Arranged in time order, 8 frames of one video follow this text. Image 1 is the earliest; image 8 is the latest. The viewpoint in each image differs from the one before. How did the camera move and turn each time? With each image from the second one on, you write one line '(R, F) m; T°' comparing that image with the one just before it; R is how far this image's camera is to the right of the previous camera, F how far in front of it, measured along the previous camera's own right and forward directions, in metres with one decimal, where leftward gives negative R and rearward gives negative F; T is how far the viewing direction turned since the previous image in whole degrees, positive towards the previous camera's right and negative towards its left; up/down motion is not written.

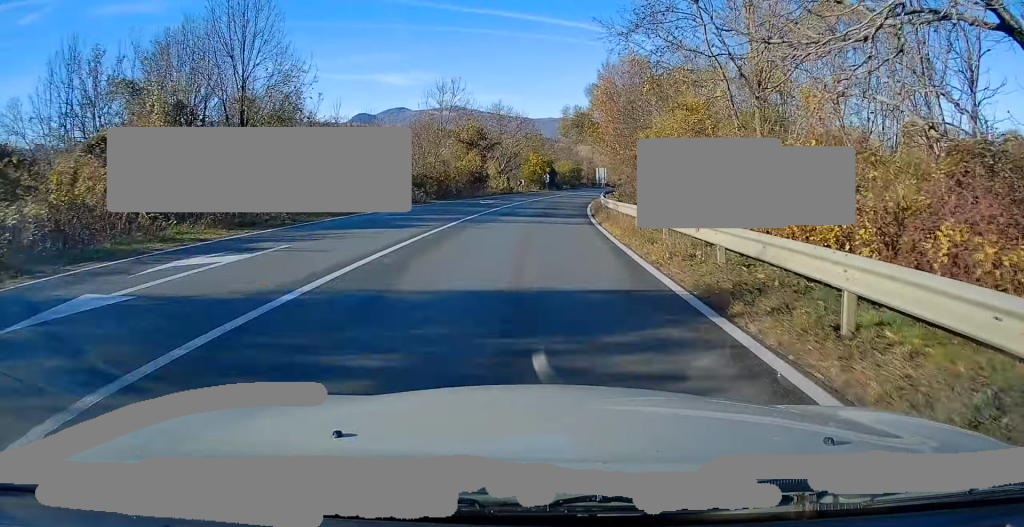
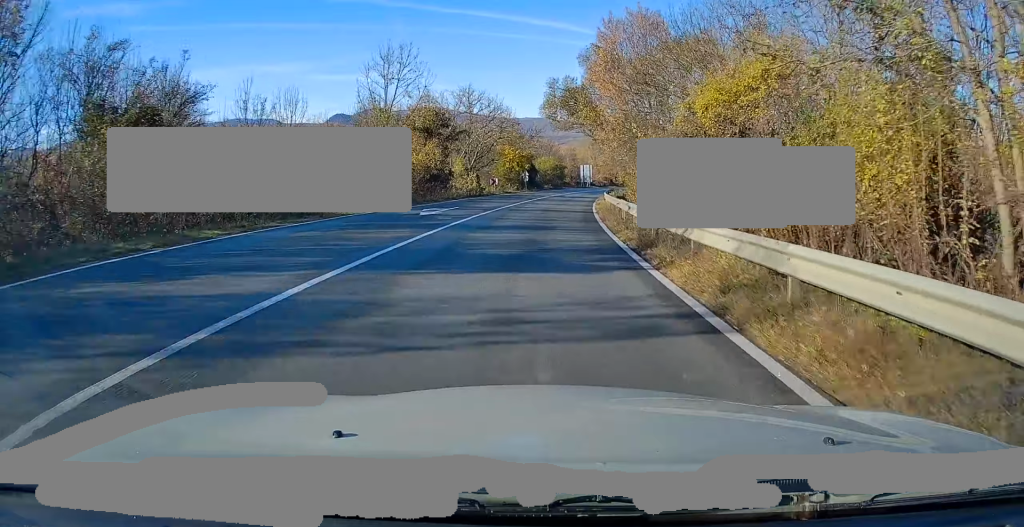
(+0.3, +15.1) m; +2°
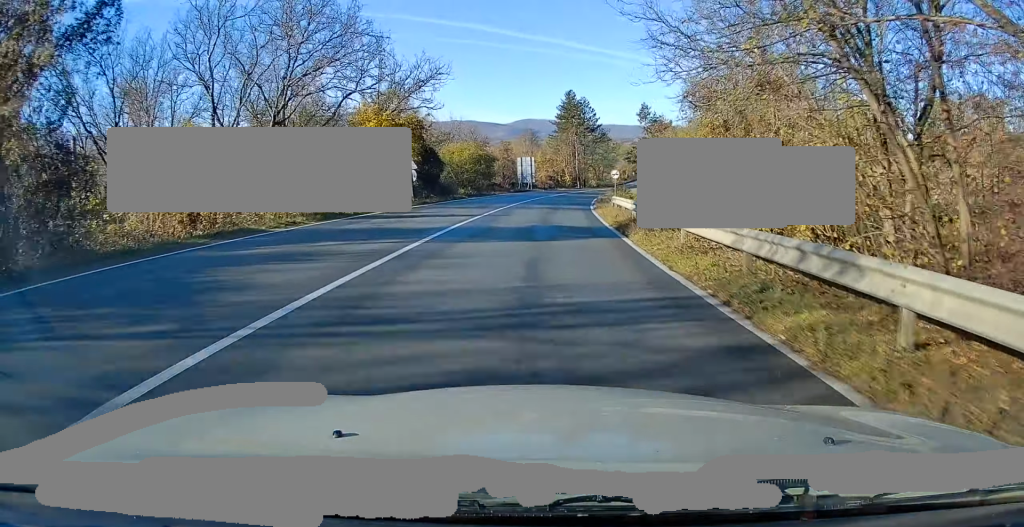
(+2.5, +41.4) m; +6°
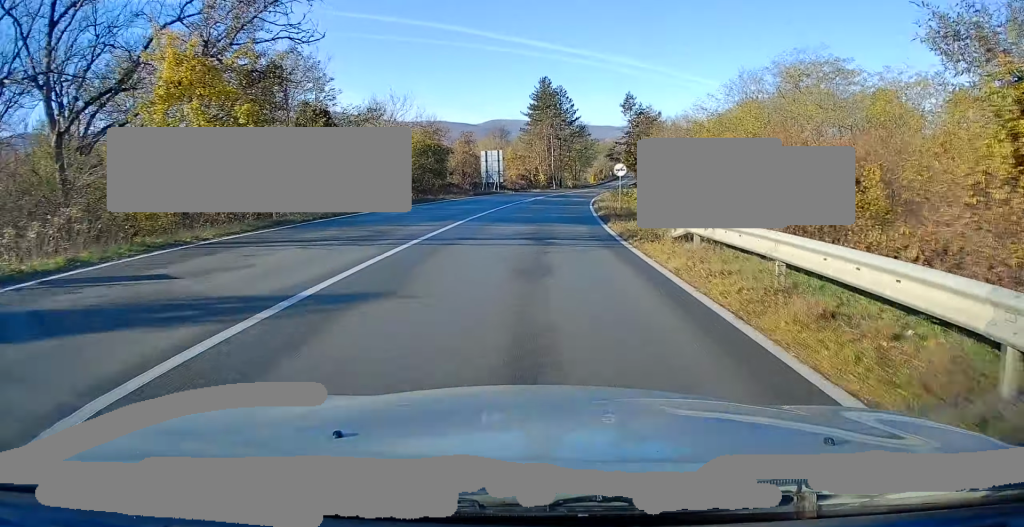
(0.0, +17.2) m; +2°
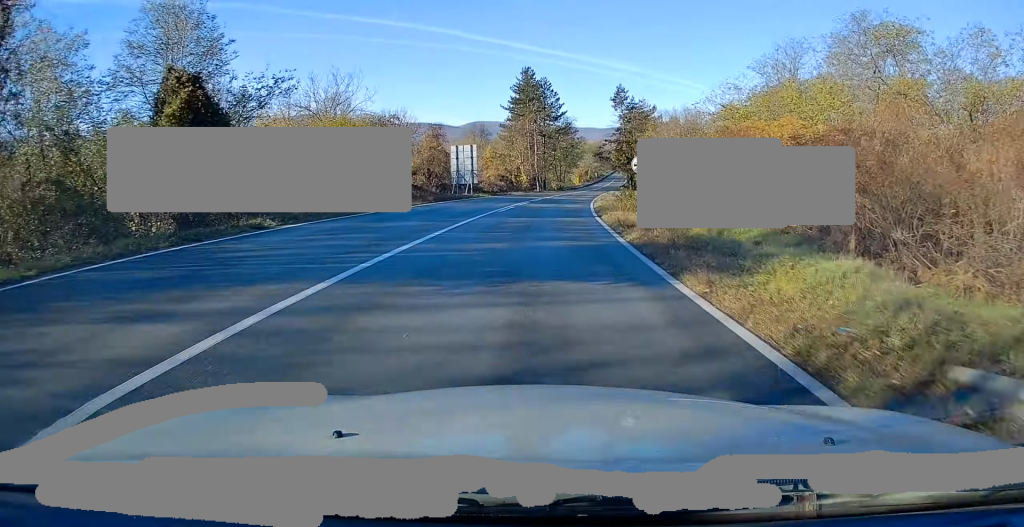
(+0.3, +11.4) m; +3°
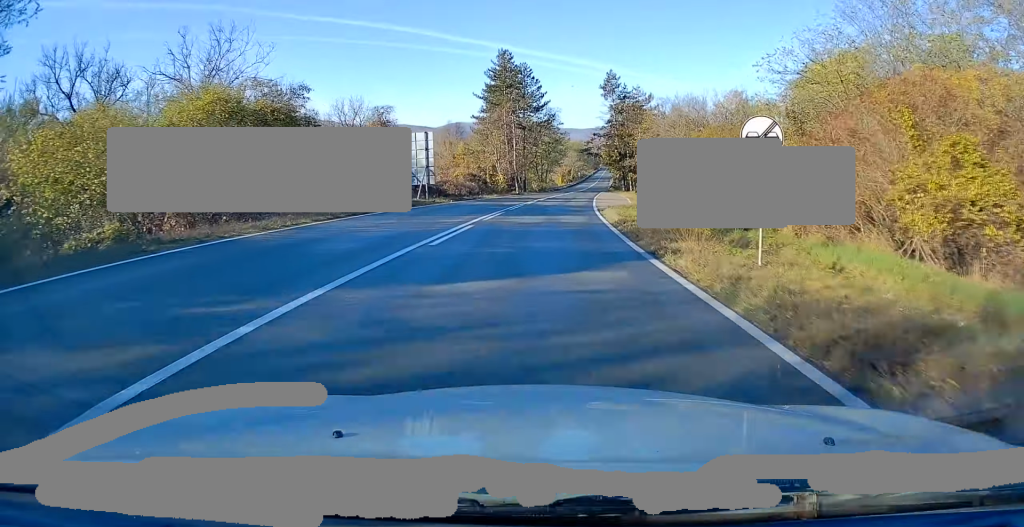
(+0.4, +14.3) m; +3°
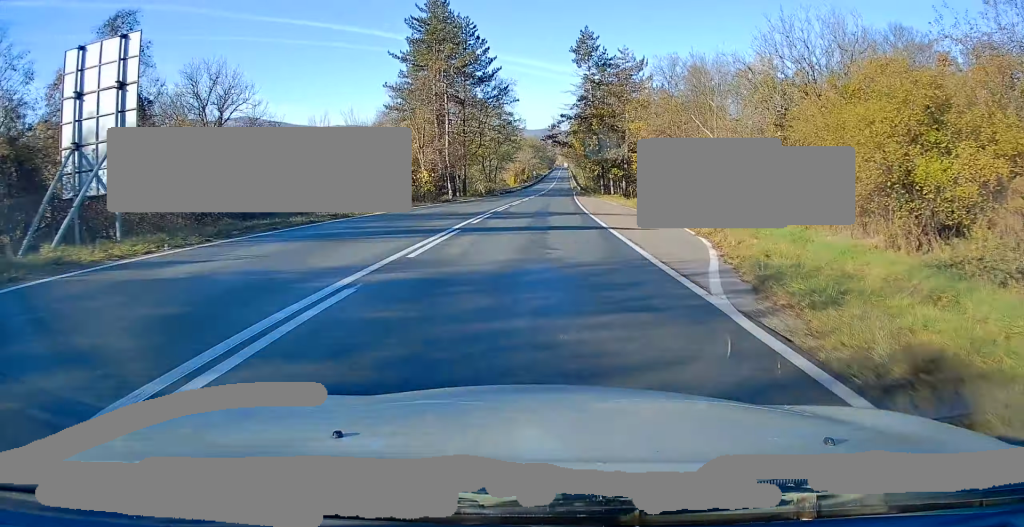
(+1.3, +28.3) m; +3°
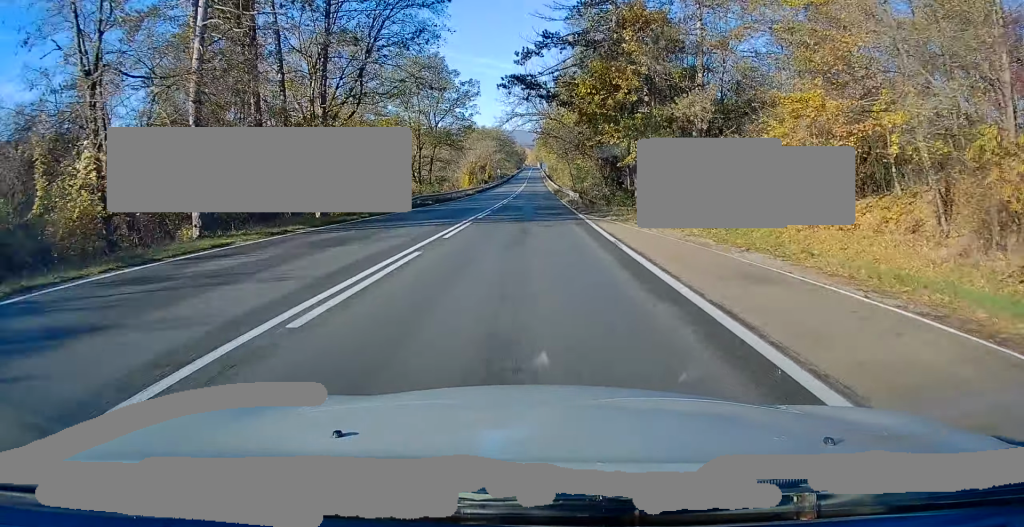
(+0.7, +40.0) m; +2°
